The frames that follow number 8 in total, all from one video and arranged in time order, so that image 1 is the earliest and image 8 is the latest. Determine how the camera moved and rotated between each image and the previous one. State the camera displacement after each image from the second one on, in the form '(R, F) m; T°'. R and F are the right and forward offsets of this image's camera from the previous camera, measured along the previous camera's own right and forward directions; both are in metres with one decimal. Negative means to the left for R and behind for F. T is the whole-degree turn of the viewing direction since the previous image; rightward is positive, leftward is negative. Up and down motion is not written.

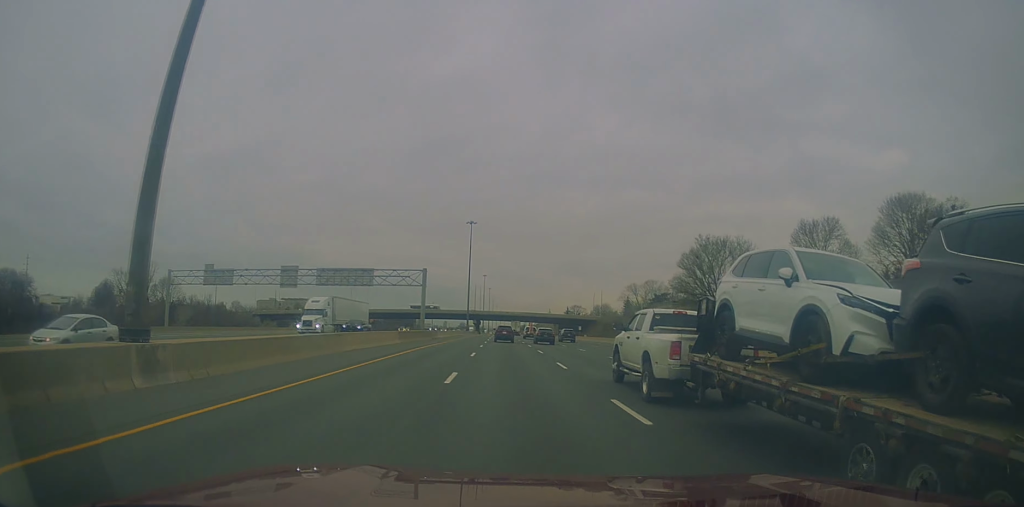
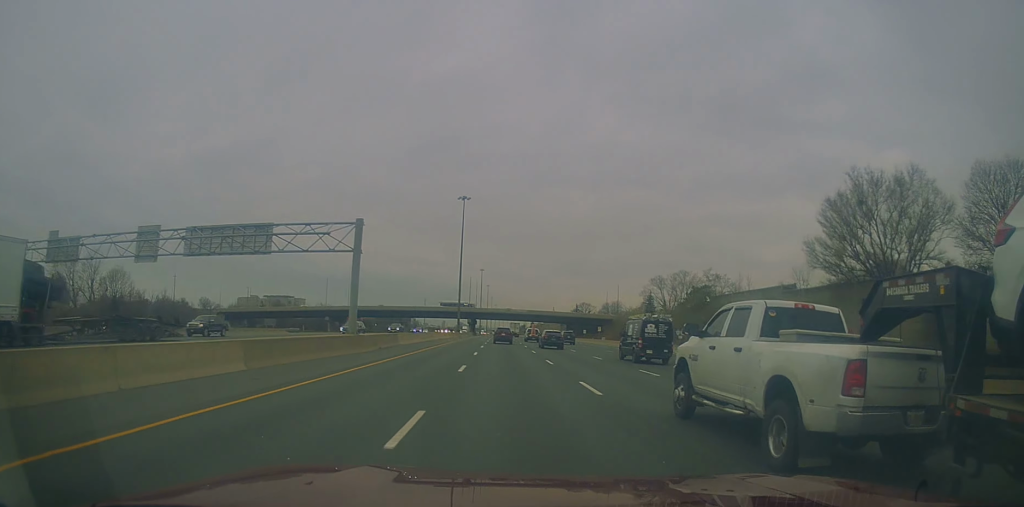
(+0.4, +31.8) m; 0°
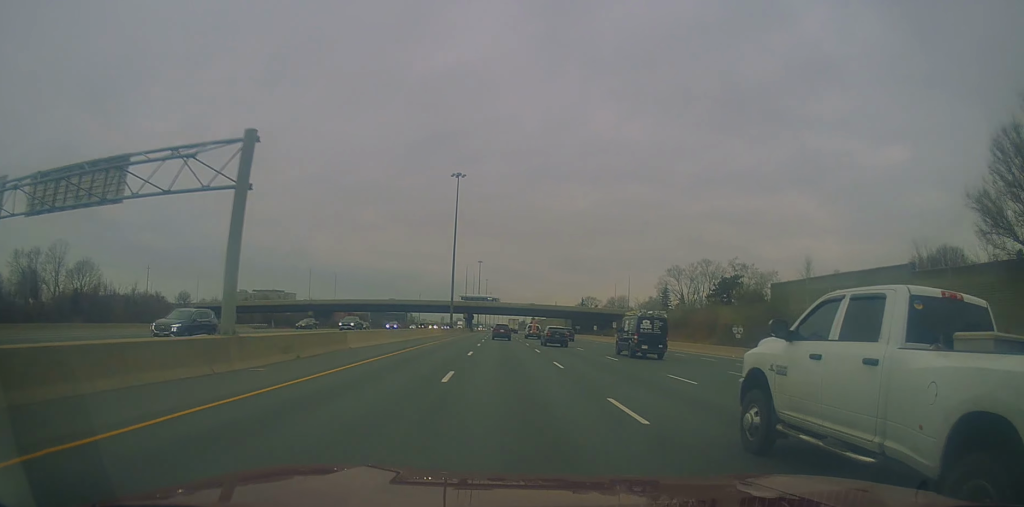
(0.0, +17.0) m; -1°
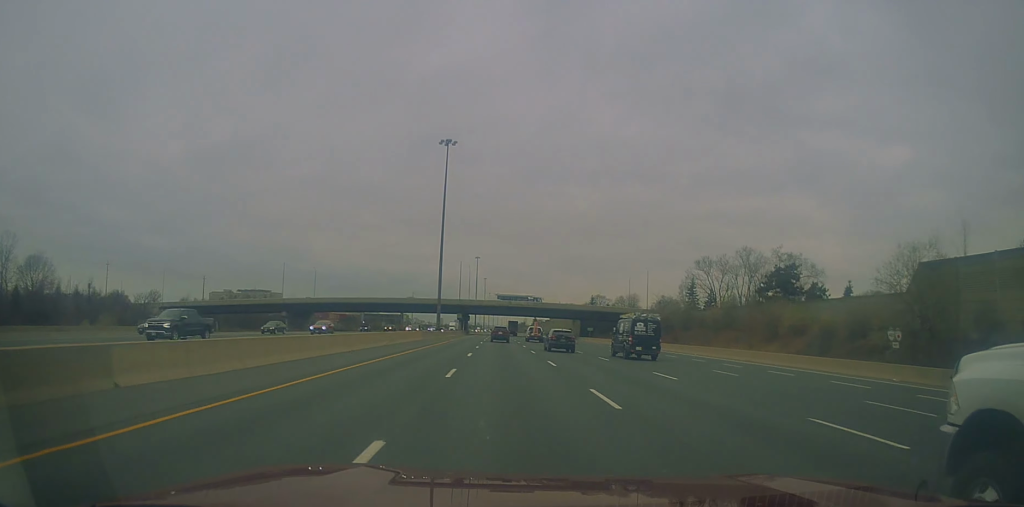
(-0.2, +22.5) m; 0°
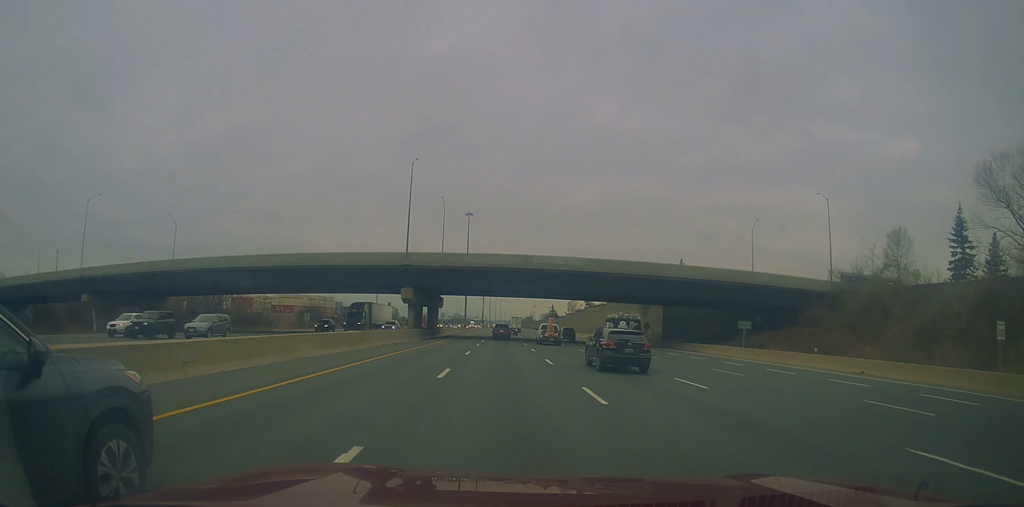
(-0.1, +85.4) m; 0°
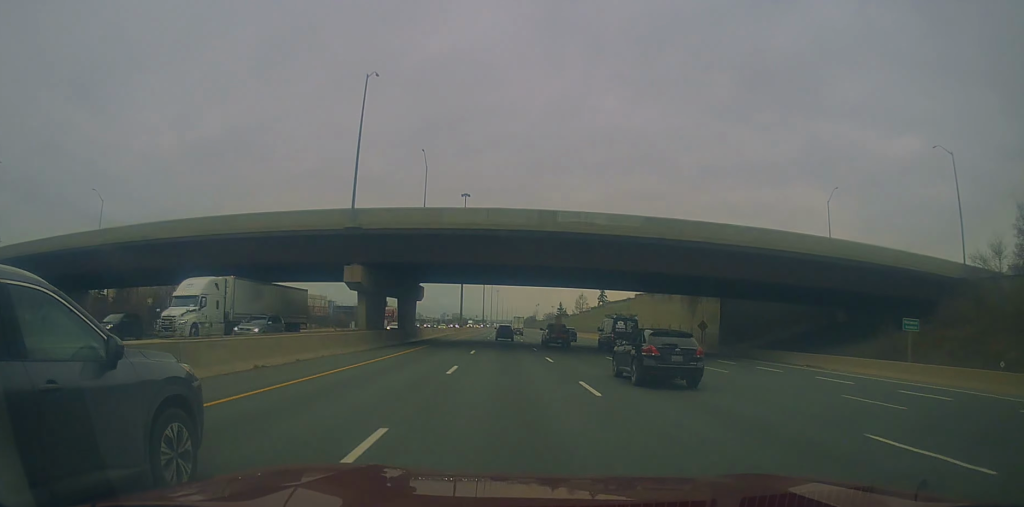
(+0.2, +23.0) m; 0°
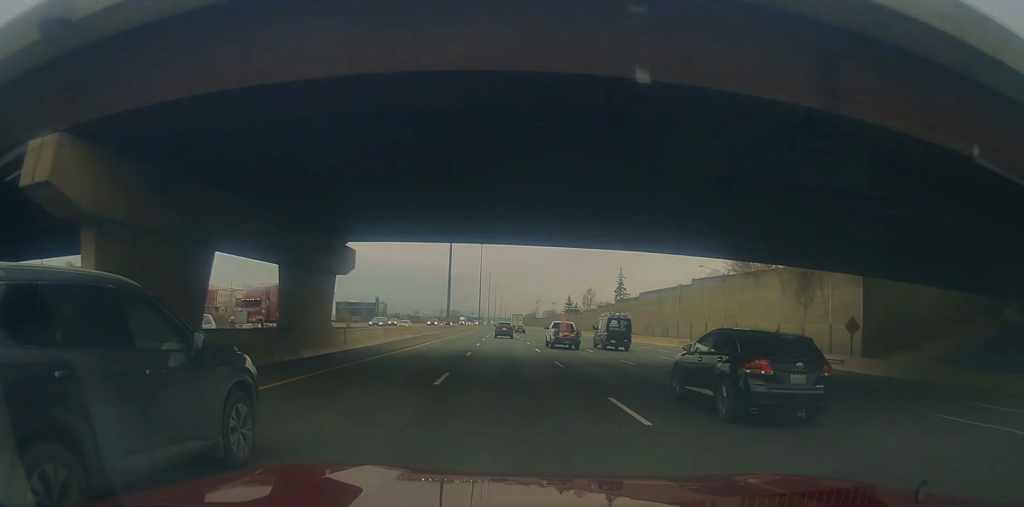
(-0.2, +28.3) m; 0°
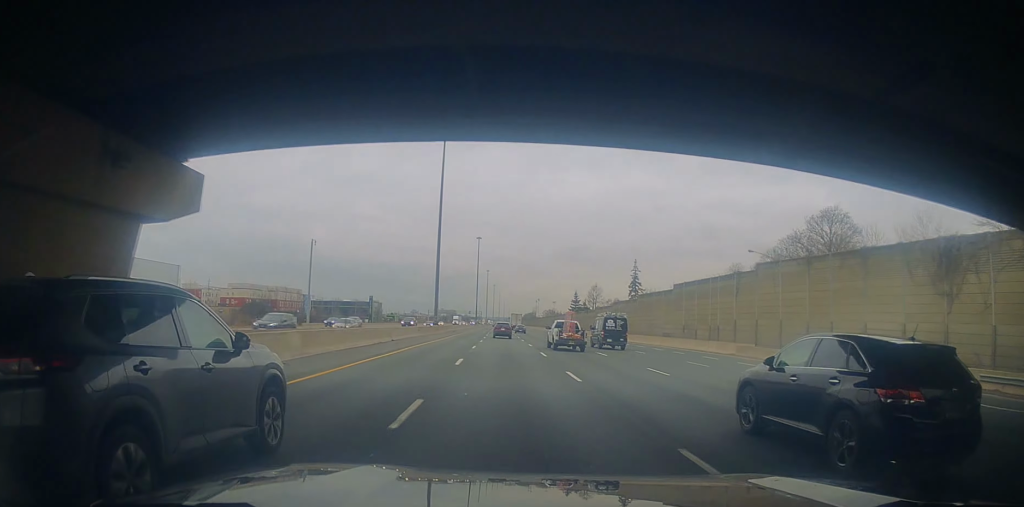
(+0.1, +17.4) m; 0°
